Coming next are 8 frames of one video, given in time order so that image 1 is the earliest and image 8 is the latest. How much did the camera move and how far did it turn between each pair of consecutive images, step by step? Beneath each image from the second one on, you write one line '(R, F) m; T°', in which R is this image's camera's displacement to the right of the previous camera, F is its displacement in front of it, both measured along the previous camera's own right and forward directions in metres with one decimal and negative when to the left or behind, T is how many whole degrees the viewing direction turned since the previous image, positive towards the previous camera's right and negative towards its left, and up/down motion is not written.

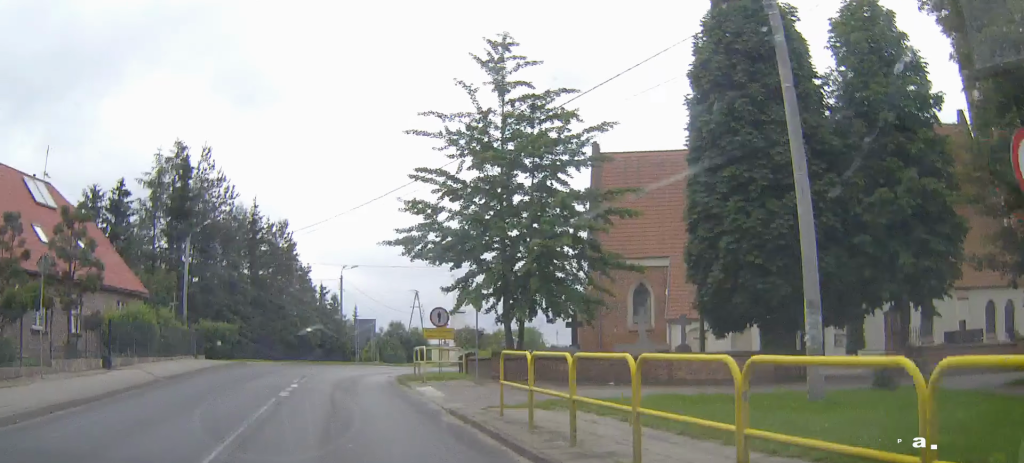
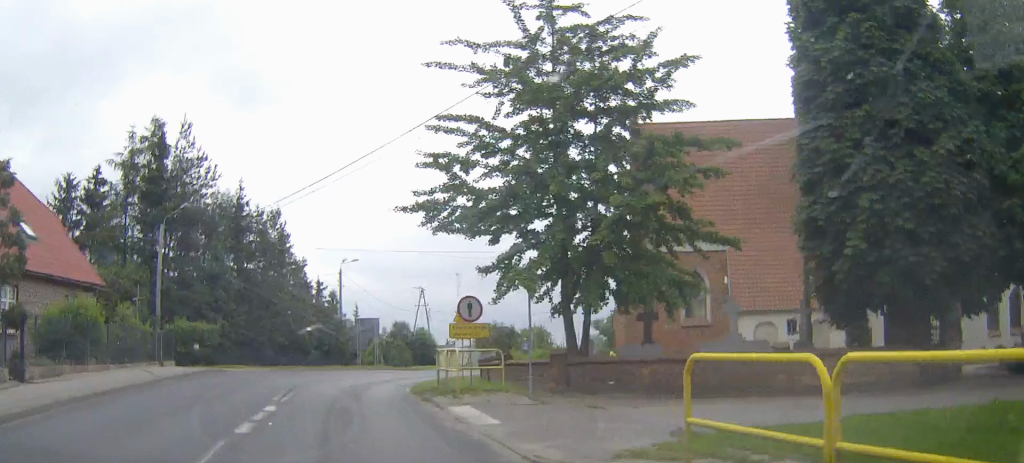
(0.0, +7.3) m; 0°
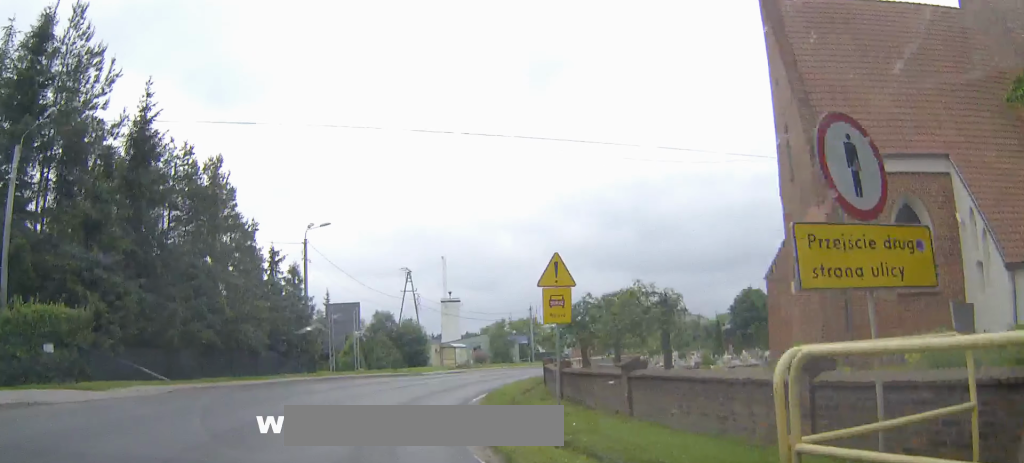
(+0.2, +18.6) m; +2°
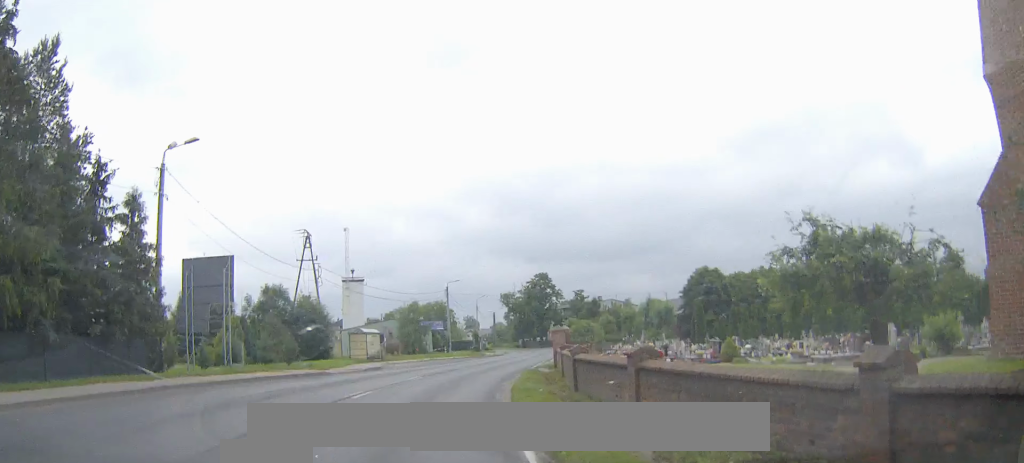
(+0.7, +17.3) m; +6°
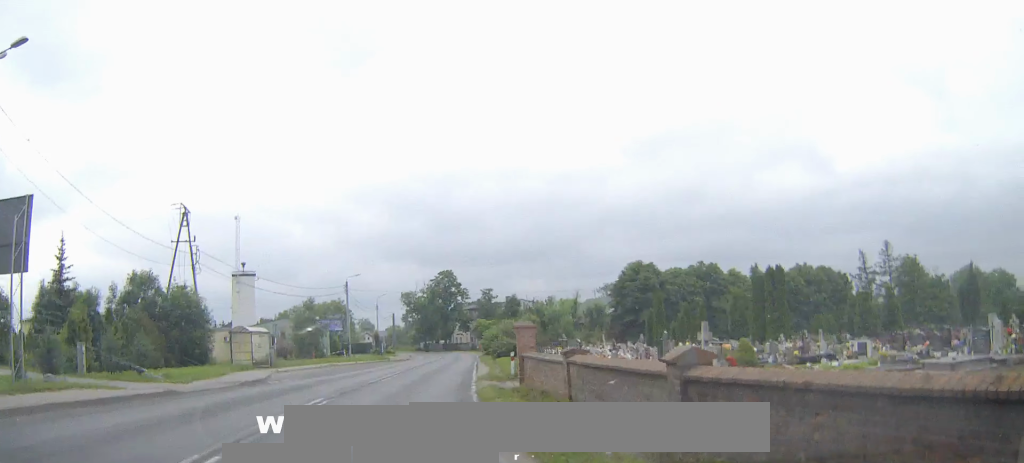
(+0.4, +11.0) m; +6°
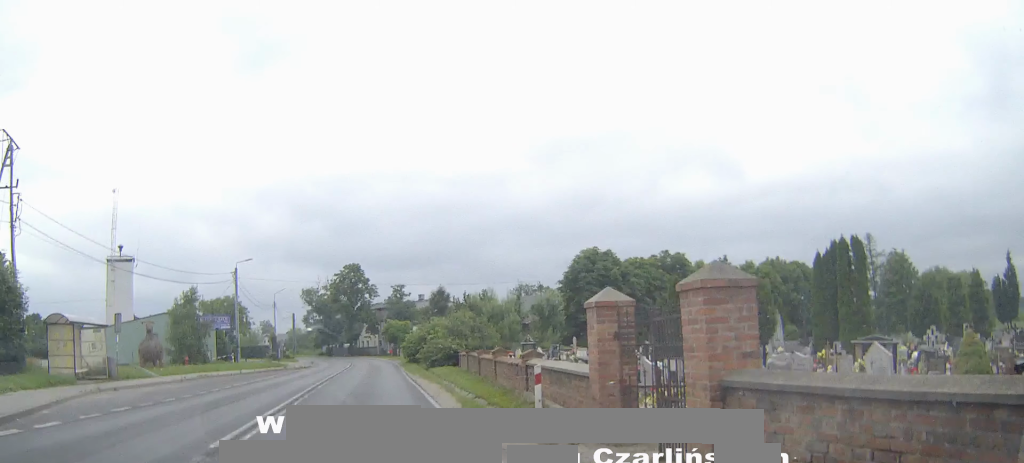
(+1.5, +15.5) m; +9°
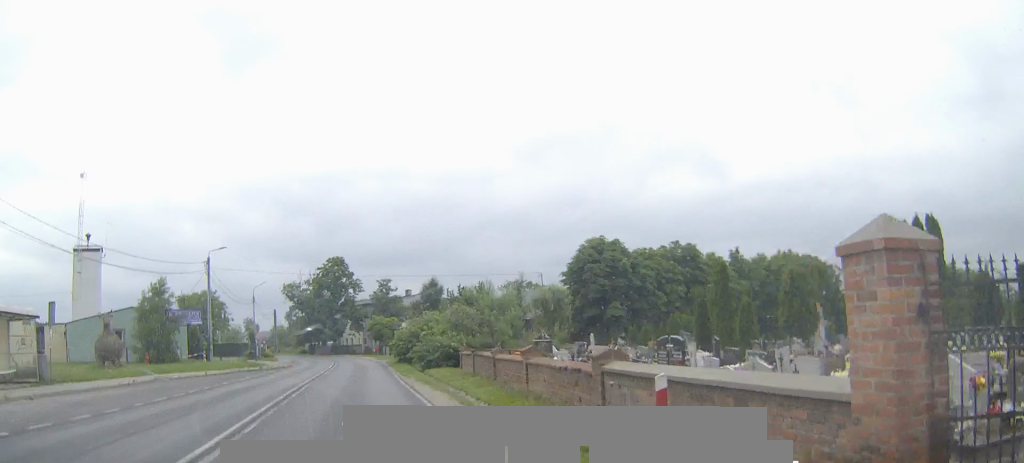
(+0.2, +6.1) m; +2°
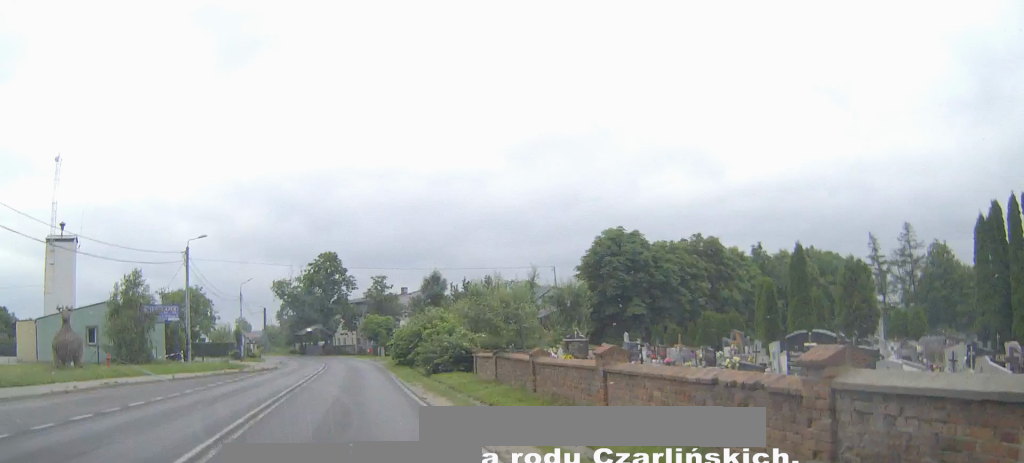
(+0.1, +5.3) m; +1°
